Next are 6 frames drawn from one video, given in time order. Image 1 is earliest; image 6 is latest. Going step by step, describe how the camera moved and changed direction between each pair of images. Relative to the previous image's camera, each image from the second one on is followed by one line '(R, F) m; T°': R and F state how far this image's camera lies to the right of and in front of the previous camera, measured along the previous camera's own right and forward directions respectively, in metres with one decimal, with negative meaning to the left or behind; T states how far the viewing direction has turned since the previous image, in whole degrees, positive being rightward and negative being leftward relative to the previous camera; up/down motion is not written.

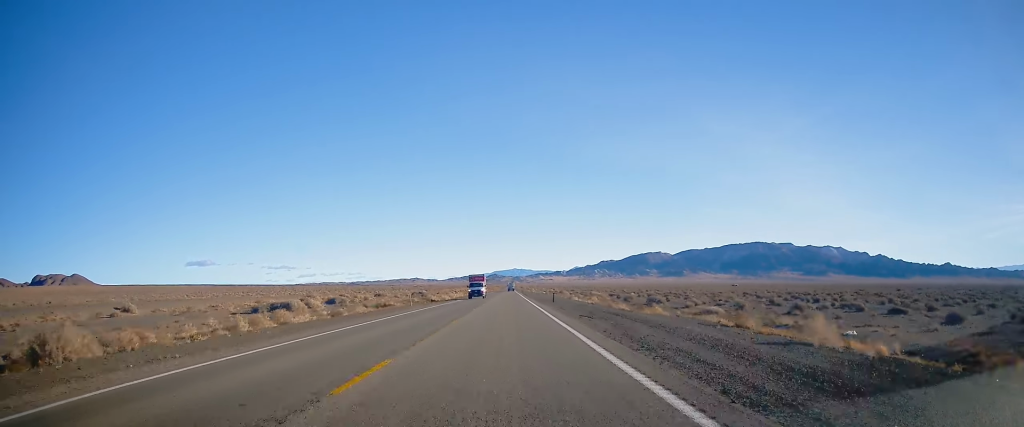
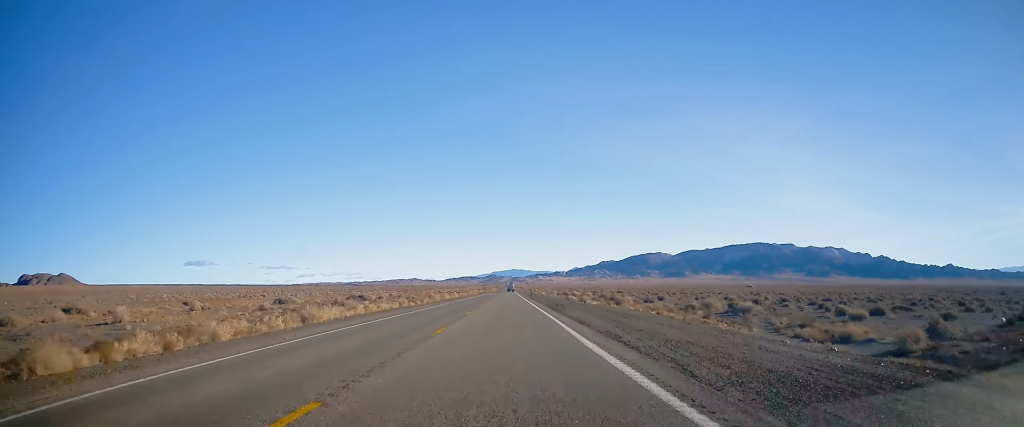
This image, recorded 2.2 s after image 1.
(+0.4, +76.9) m; -1°
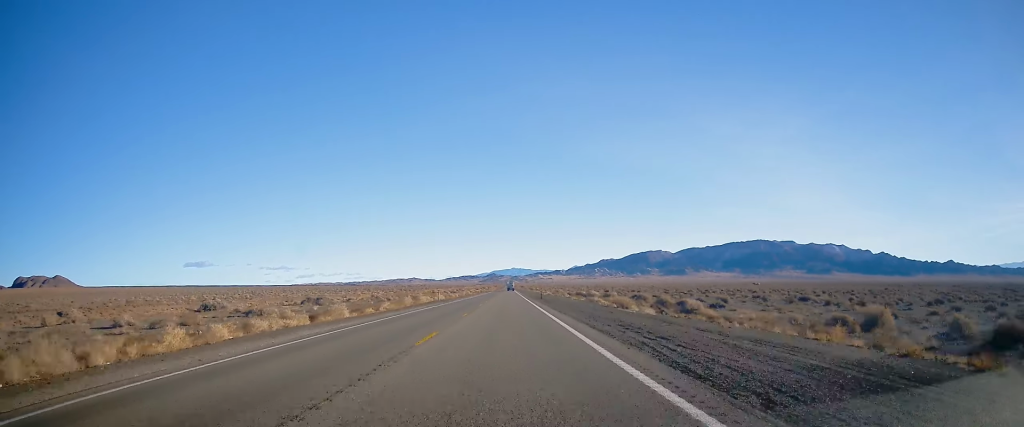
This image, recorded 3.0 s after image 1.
(-0.1, +26.6) m; 0°
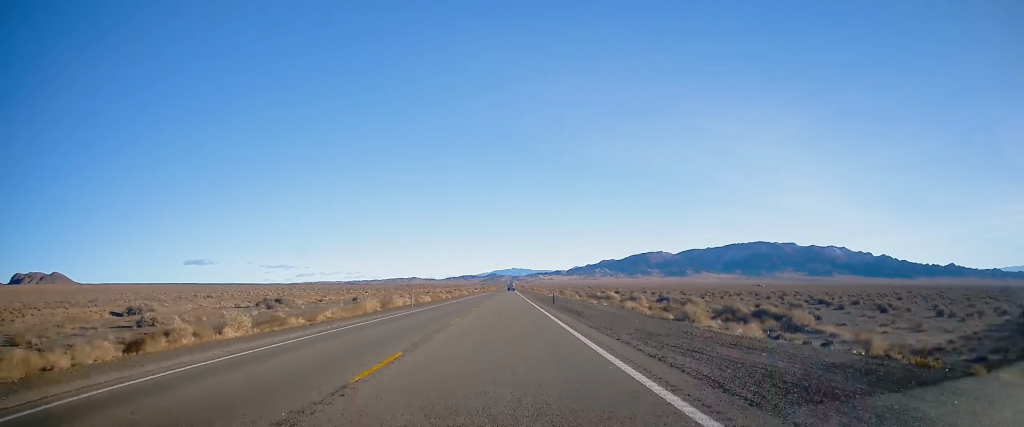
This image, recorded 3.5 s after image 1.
(+0.1, +17.4) m; 0°
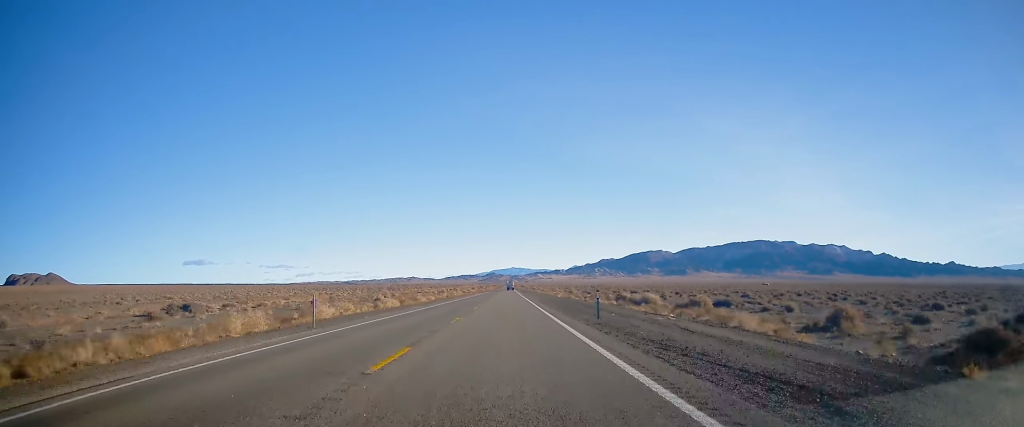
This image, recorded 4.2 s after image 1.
(0.0, +23.2) m; 0°
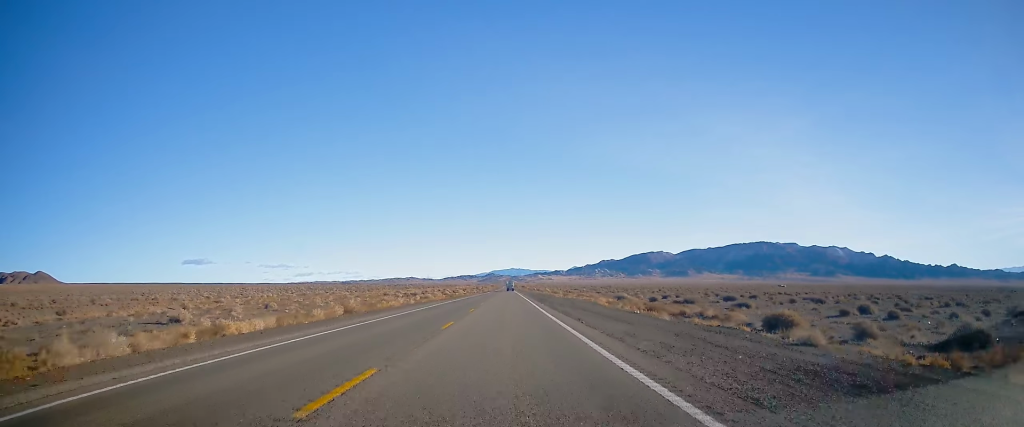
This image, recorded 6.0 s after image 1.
(+0.6, +63.3) m; +1°
